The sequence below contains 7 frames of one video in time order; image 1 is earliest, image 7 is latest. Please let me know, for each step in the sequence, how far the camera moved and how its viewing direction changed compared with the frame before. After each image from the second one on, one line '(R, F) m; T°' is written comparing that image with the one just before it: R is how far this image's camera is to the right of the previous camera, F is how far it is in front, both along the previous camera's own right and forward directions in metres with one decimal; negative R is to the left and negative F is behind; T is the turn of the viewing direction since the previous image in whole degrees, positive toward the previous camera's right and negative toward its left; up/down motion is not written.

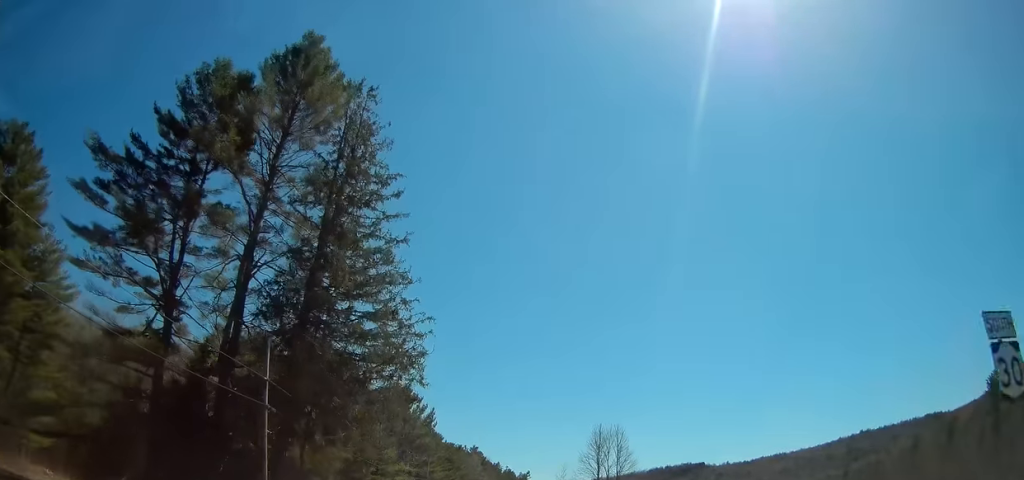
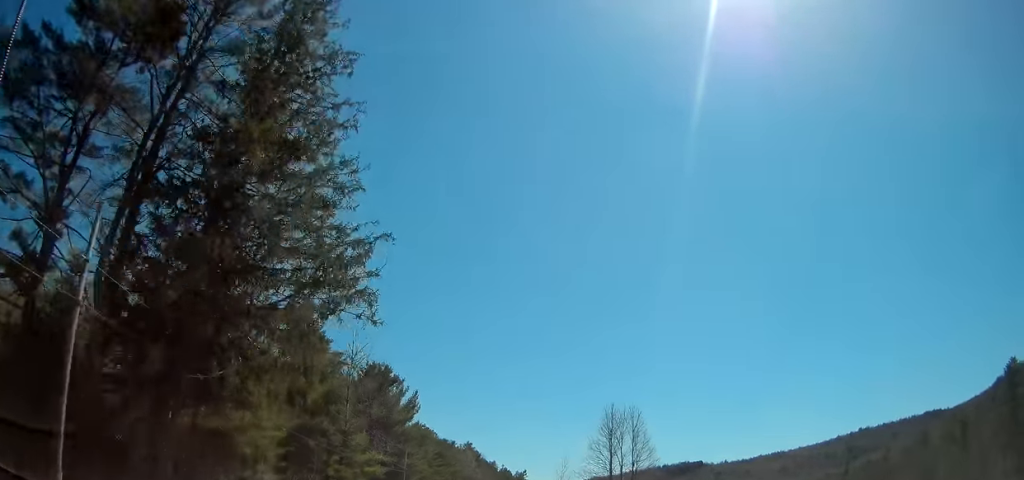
(0.0, +10.7) m; 0°
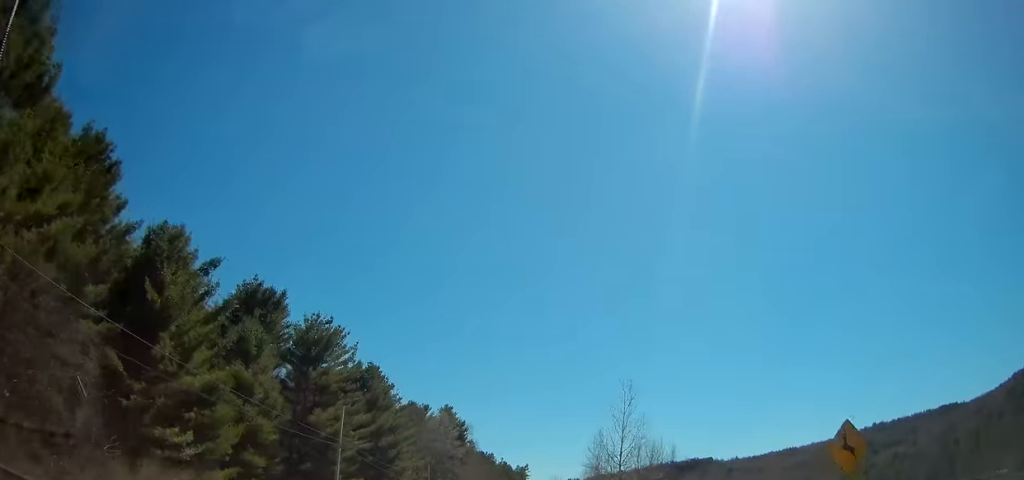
(+0.7, +66.1) m; +1°
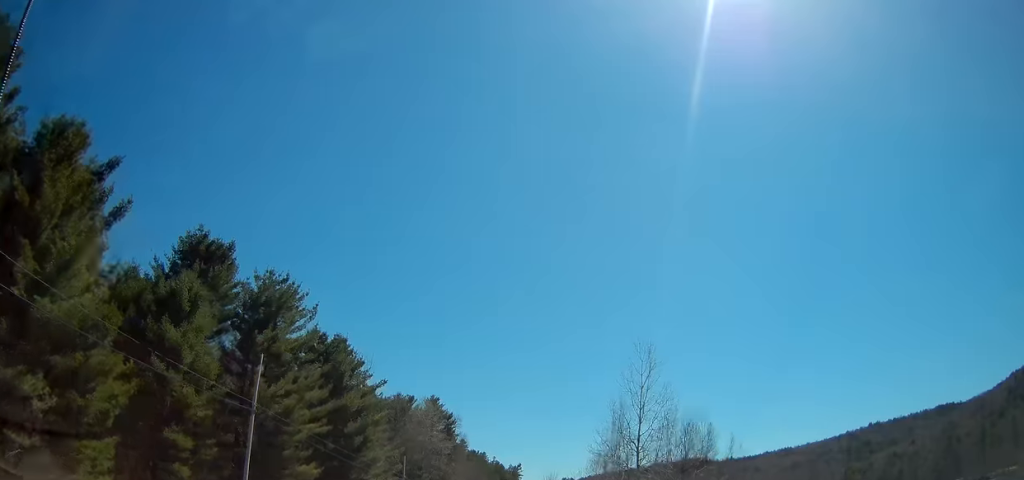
(0.0, +10.8) m; 0°
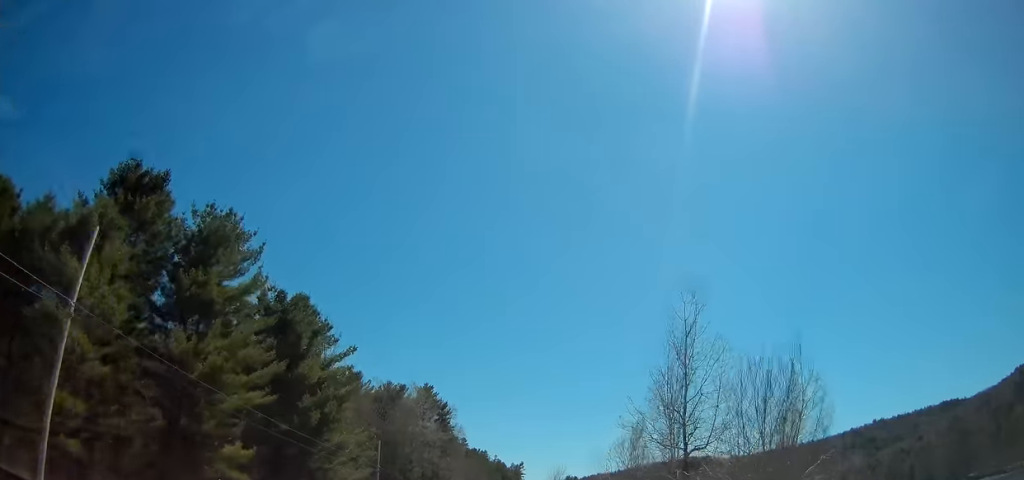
(0.0, +11.6) m; 0°
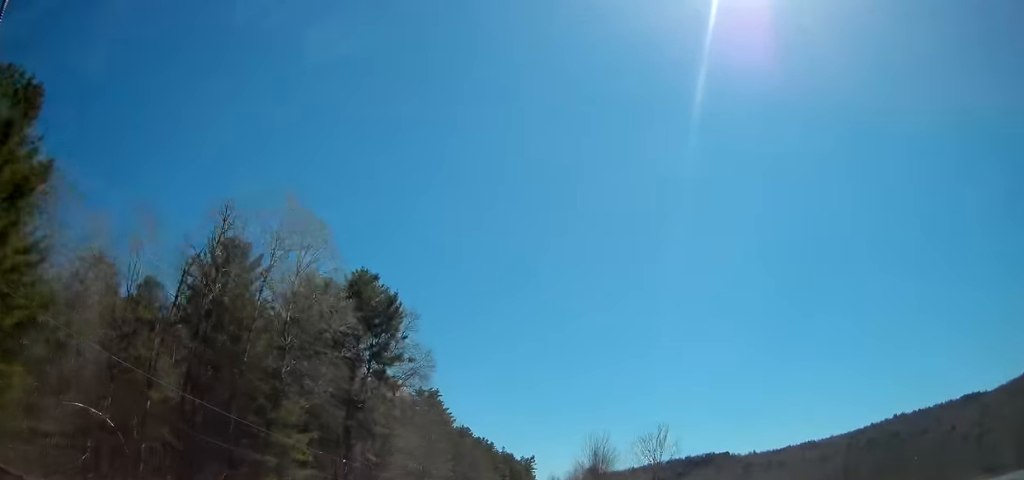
(-0.1, +53.7) m; 0°
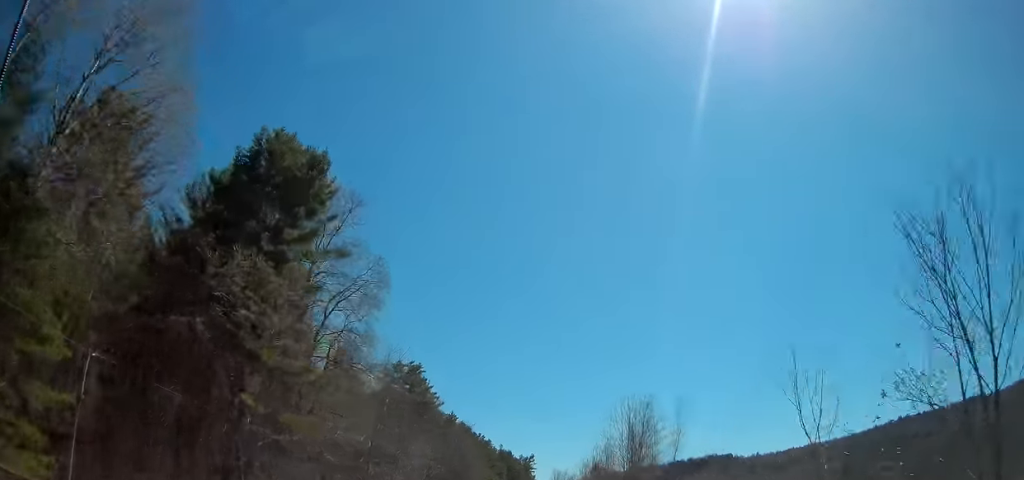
(-0.1, +24.0) m; 0°
